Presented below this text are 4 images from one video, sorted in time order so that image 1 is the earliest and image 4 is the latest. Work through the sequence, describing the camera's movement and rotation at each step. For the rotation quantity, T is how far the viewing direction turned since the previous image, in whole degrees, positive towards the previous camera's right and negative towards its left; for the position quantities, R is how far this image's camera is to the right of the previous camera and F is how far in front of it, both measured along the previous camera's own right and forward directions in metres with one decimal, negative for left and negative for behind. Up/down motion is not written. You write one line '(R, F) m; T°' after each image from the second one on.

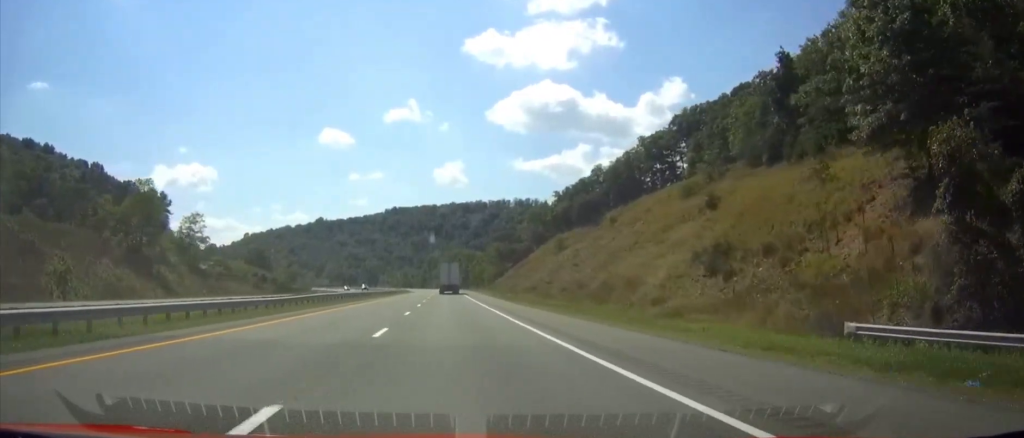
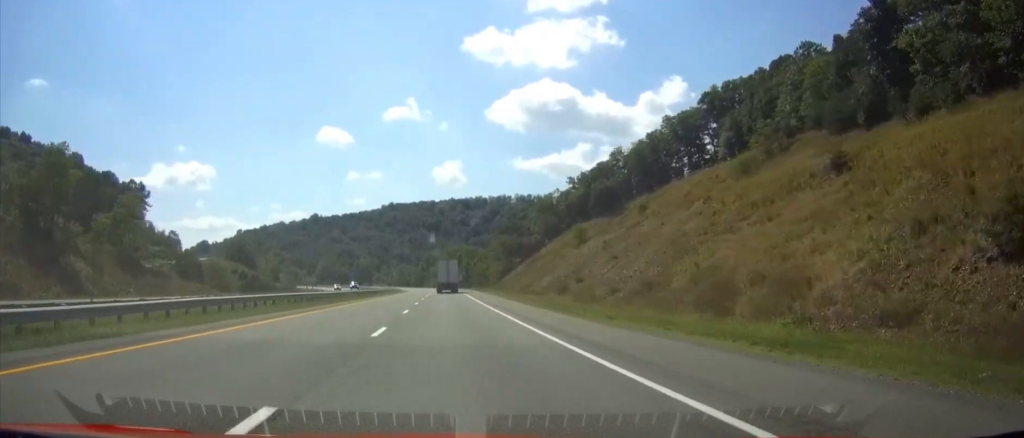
(0.0, +24.5) m; 0°
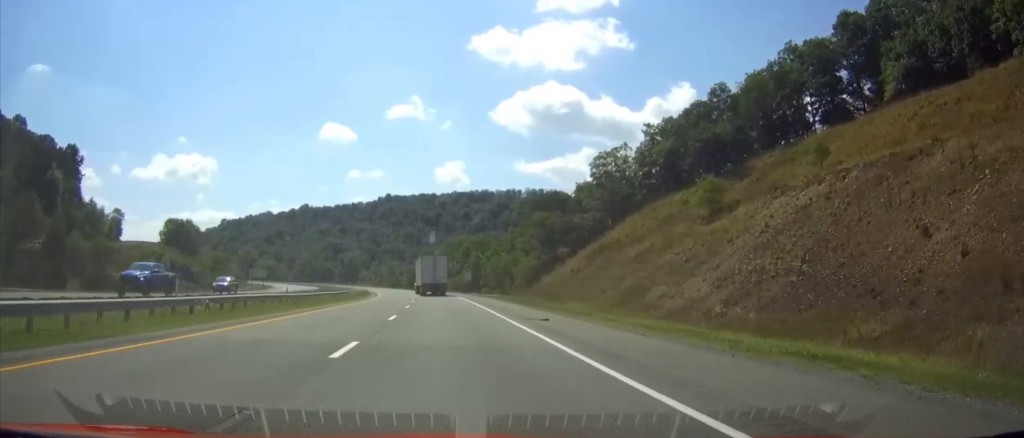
(+0.2, +65.5) m; 0°
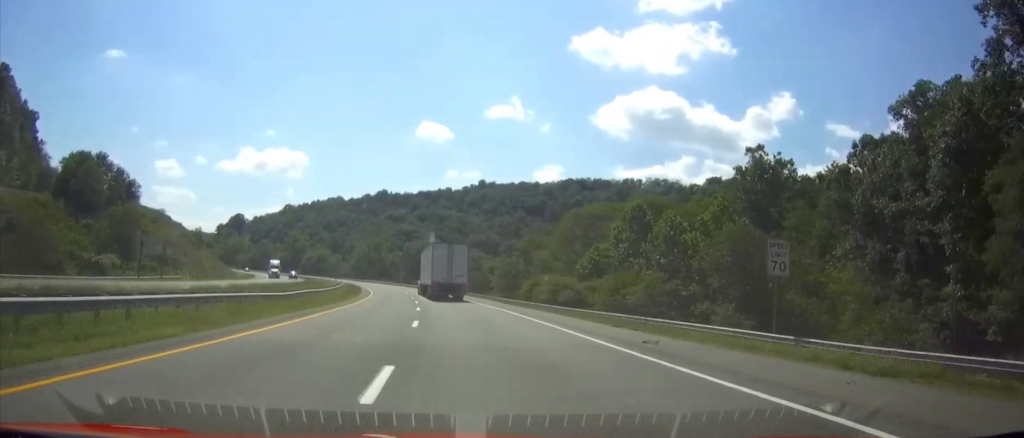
(-4.5, +101.9) m; -6°
